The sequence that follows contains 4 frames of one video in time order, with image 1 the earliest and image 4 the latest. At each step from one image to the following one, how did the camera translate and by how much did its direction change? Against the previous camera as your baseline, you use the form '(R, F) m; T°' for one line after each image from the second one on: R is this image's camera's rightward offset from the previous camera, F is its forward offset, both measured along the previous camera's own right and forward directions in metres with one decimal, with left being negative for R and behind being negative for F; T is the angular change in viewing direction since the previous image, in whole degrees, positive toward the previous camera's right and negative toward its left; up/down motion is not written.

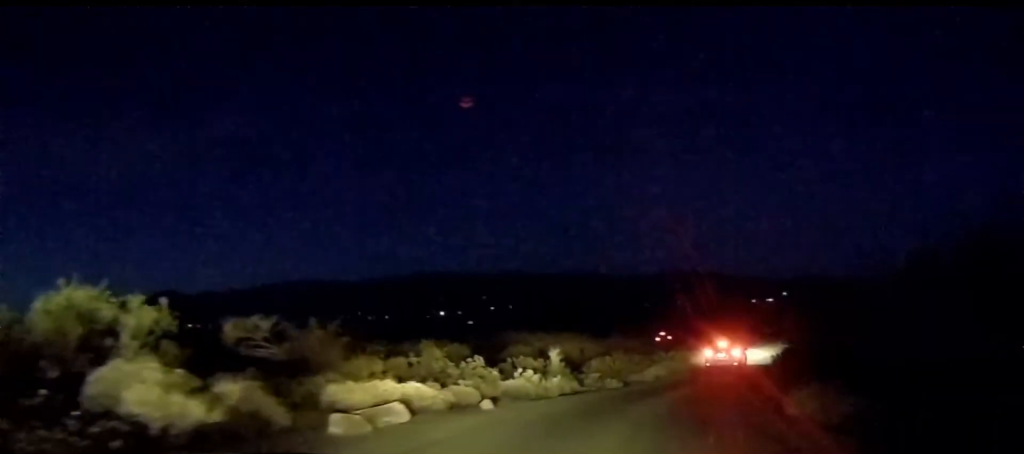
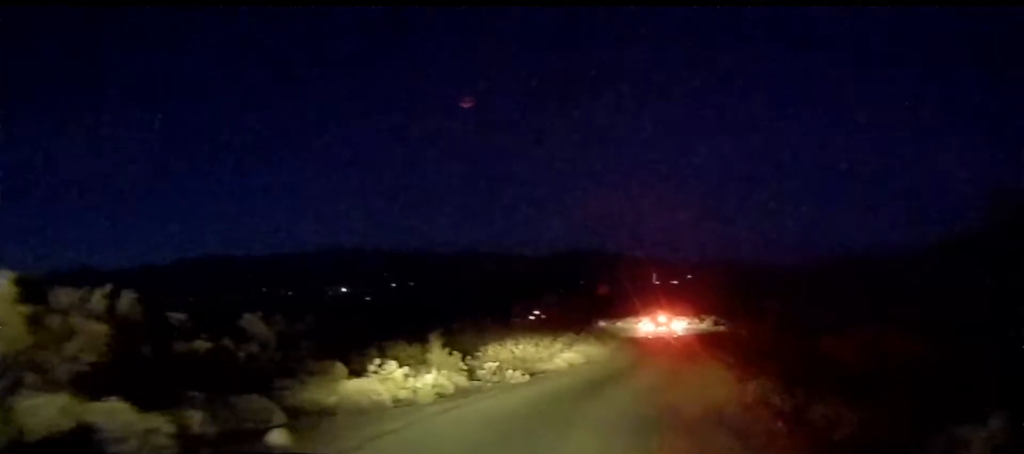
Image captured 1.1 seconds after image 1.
(+0.4, +5.1) m; +12°
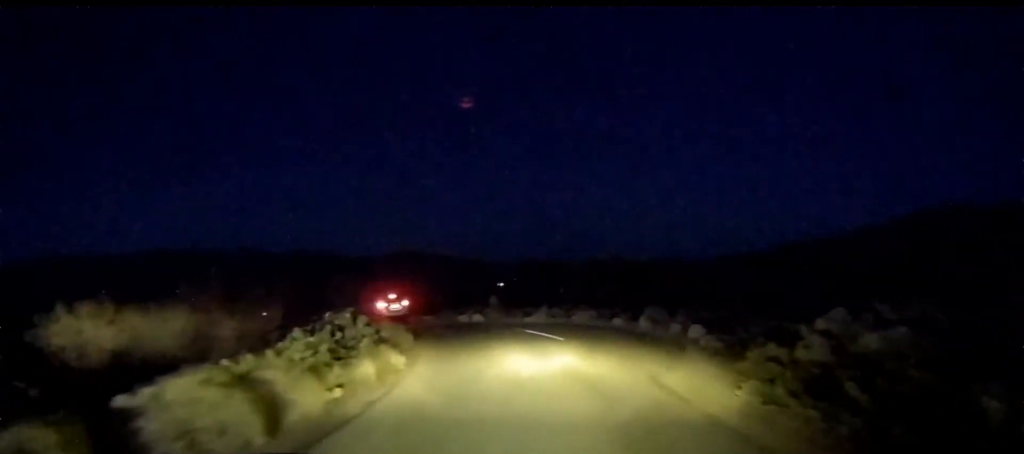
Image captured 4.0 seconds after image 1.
(+3.7, +17.2) m; +19°
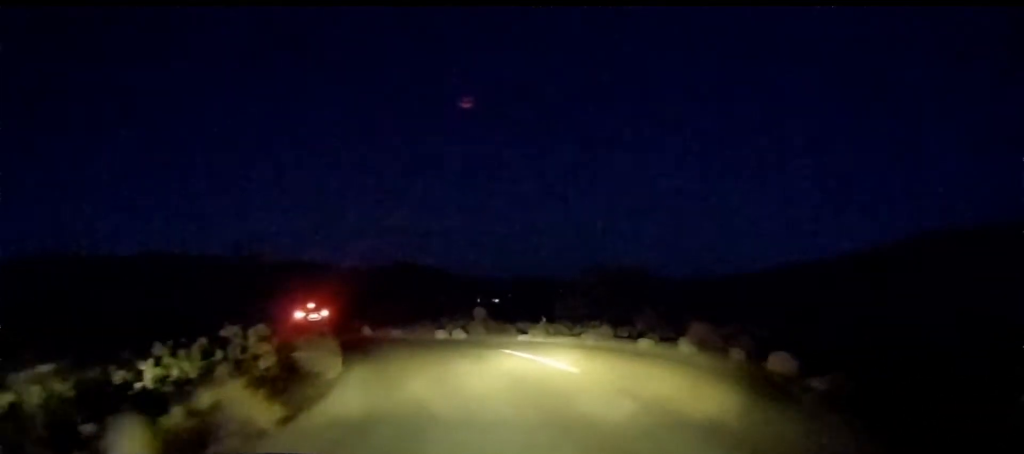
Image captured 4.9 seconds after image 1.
(+0.3, +6.0) m; +1°
